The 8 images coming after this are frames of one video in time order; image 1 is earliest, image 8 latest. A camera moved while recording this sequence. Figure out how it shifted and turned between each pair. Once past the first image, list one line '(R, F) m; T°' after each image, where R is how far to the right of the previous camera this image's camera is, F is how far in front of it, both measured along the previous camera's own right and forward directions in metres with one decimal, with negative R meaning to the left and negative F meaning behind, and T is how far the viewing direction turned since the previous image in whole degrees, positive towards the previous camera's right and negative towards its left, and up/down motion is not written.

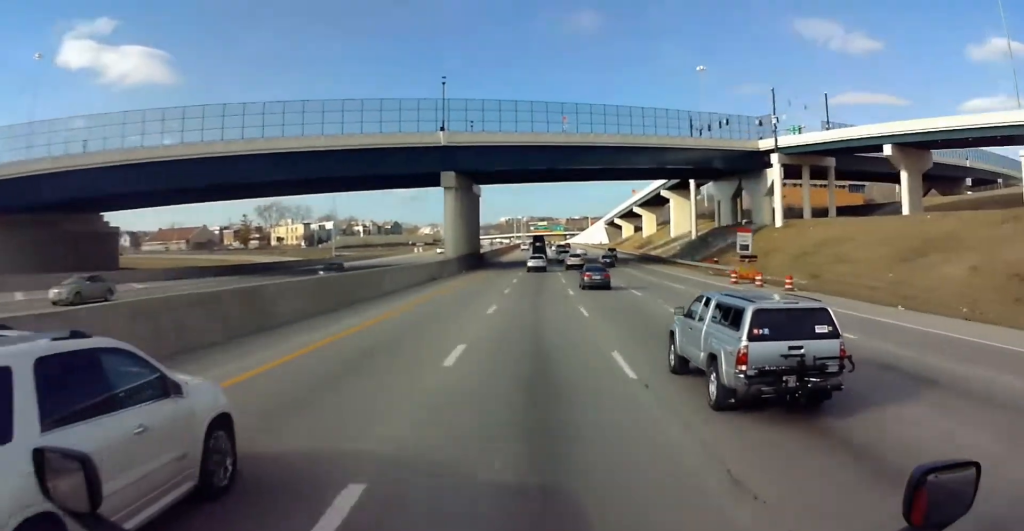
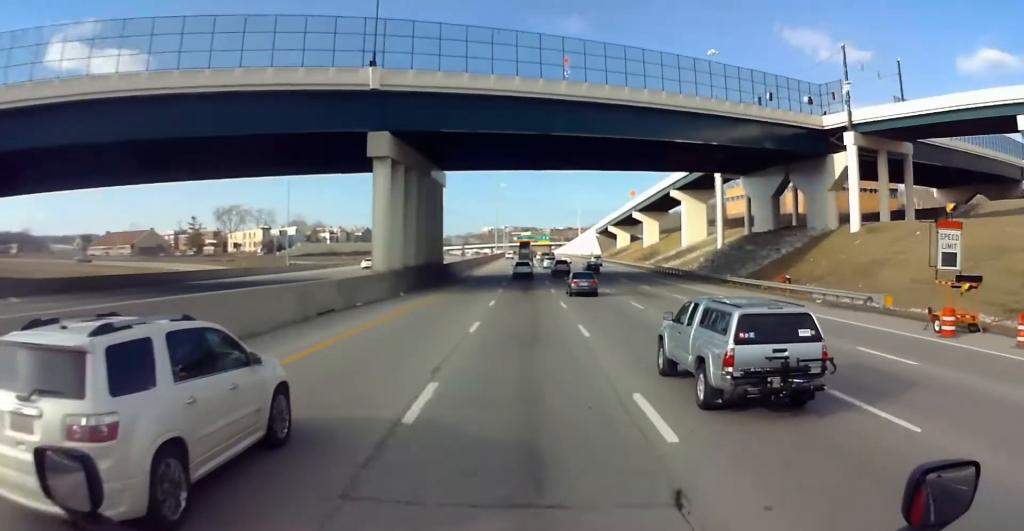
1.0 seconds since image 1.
(+0.3, +29.4) m; 0°
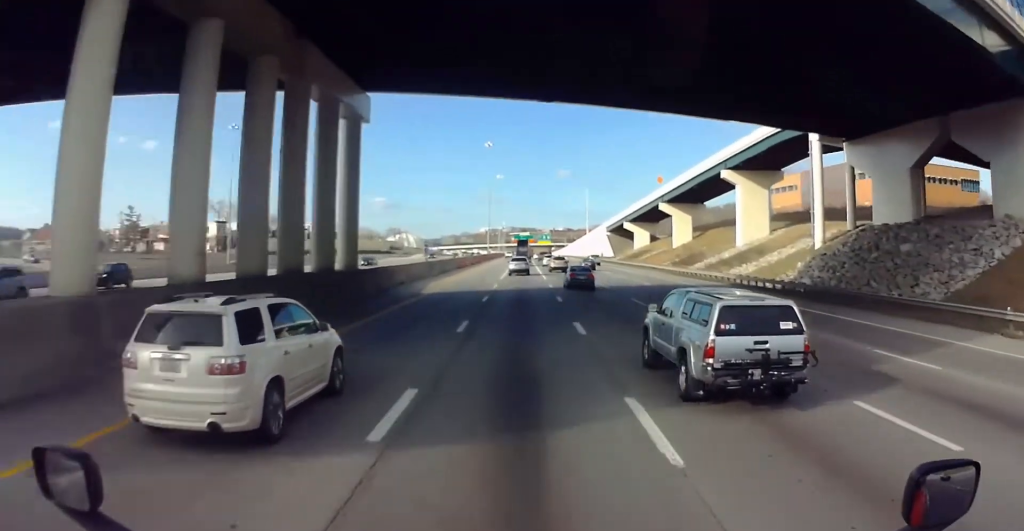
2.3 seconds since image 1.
(-0.5, +38.8) m; 0°
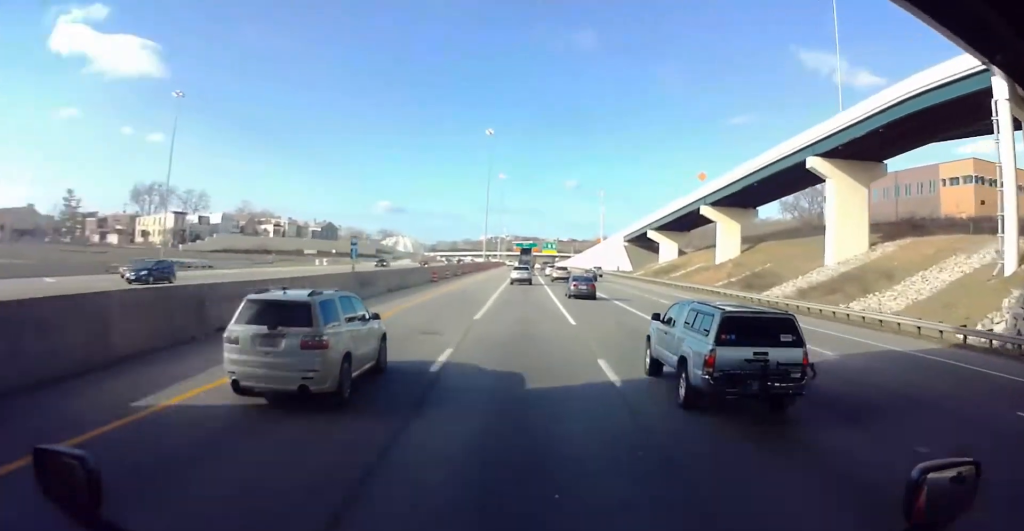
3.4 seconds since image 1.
(+0.2, +31.3) m; 0°
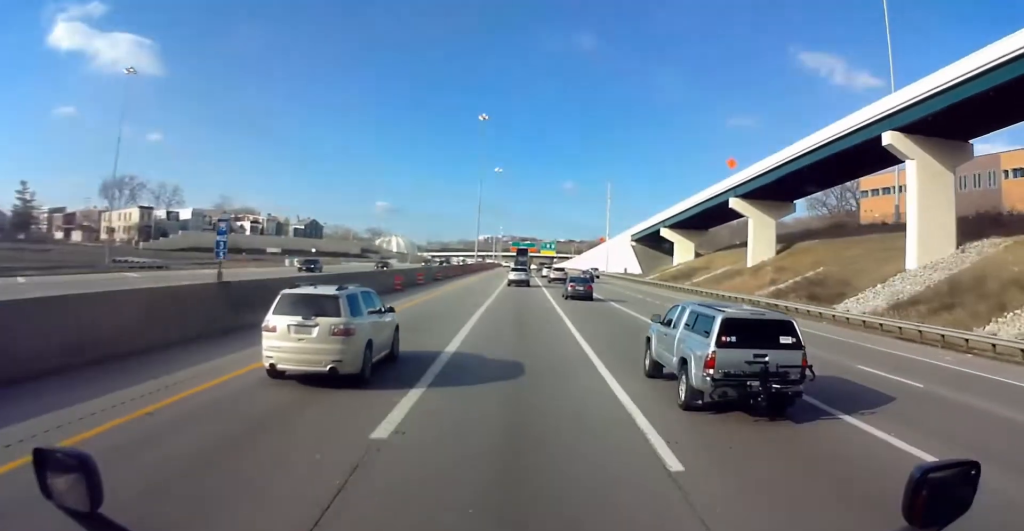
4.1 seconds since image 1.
(0.0, +17.9) m; -1°
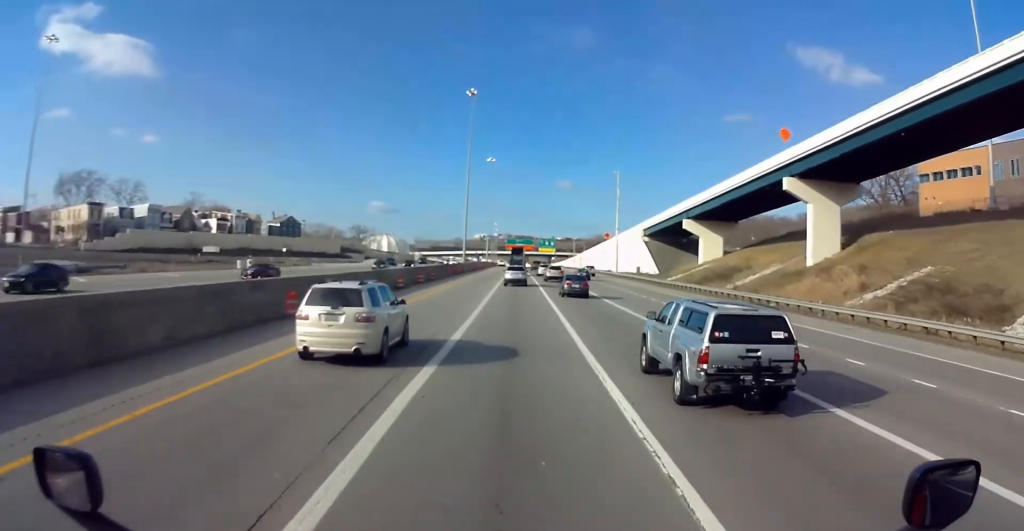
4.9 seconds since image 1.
(-0.2, +22.6) m; +1°
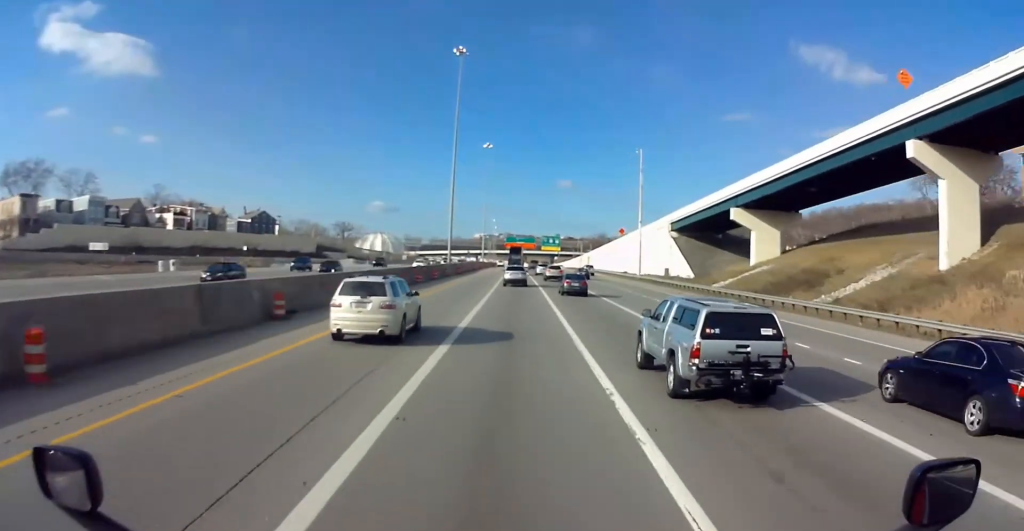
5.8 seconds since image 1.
(+0.6, +26.8) m; +2°
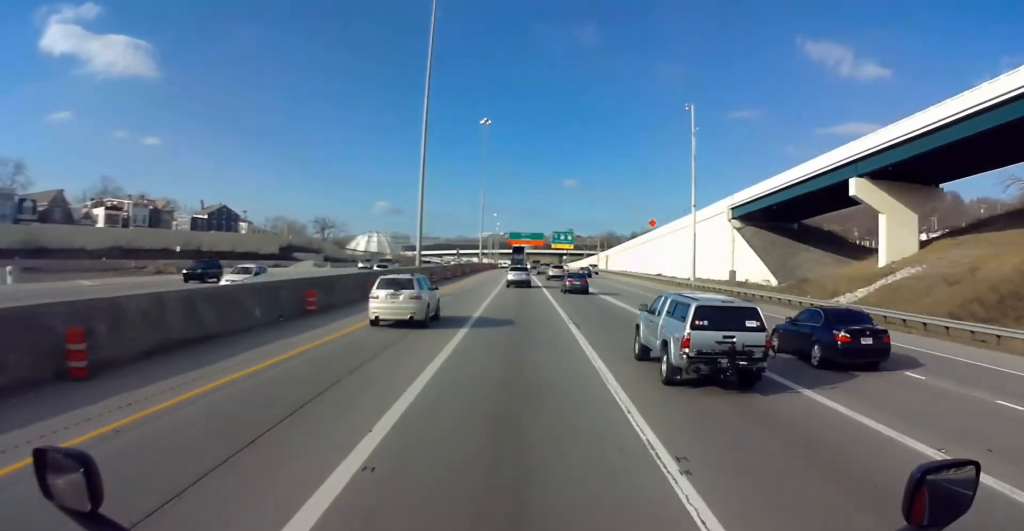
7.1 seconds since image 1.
(+0.5, +32.9) m; +1°
